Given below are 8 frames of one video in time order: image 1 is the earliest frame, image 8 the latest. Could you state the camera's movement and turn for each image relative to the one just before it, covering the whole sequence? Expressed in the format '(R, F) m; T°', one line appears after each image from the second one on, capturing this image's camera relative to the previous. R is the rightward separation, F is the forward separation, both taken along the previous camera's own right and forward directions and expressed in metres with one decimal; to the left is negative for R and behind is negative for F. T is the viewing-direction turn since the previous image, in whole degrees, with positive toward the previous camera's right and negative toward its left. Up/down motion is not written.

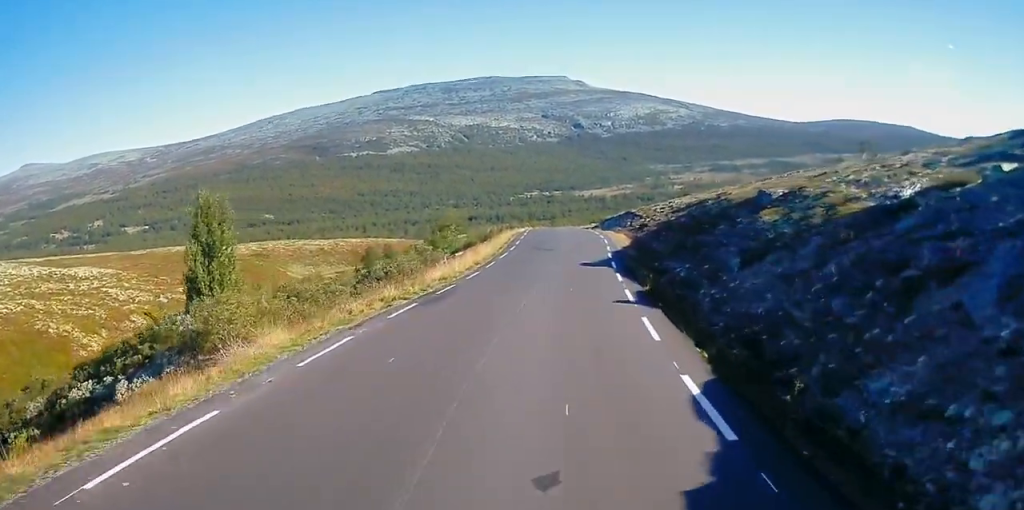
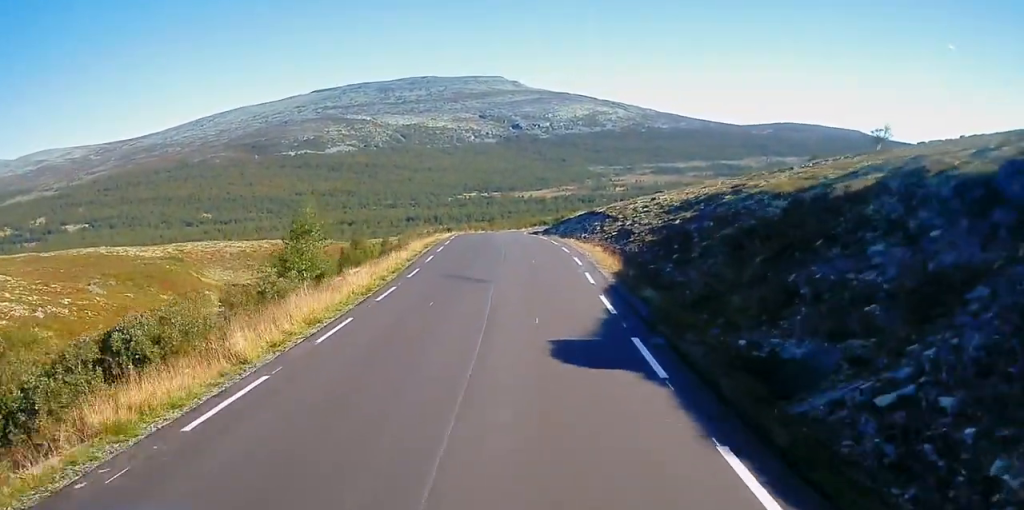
(+0.5, +21.4) m; +3°
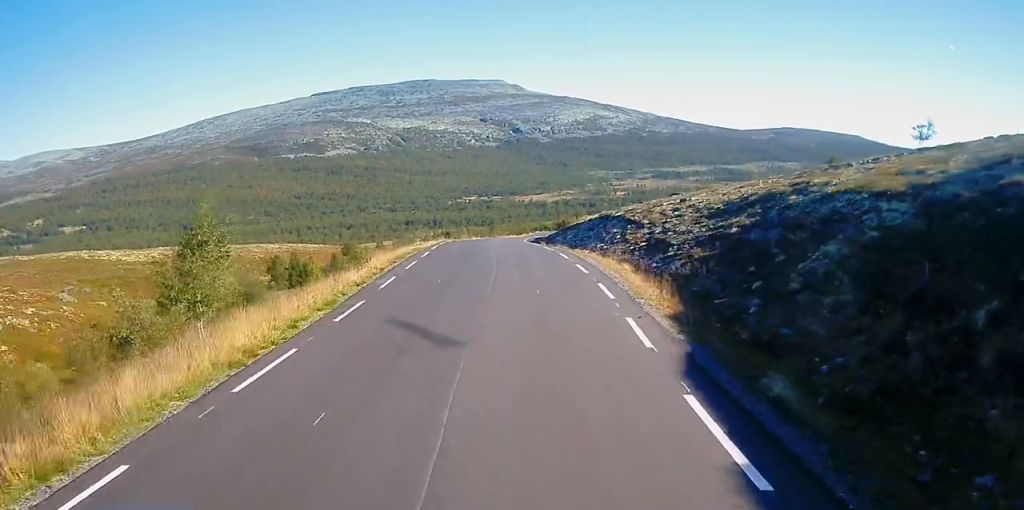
(+0.2, +10.2) m; 0°
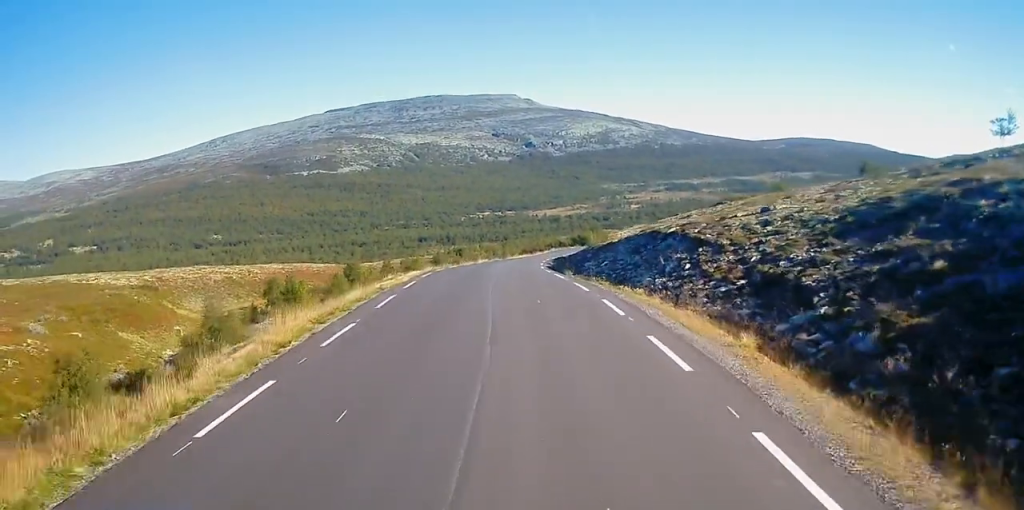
(-0.1, +13.3) m; -1°
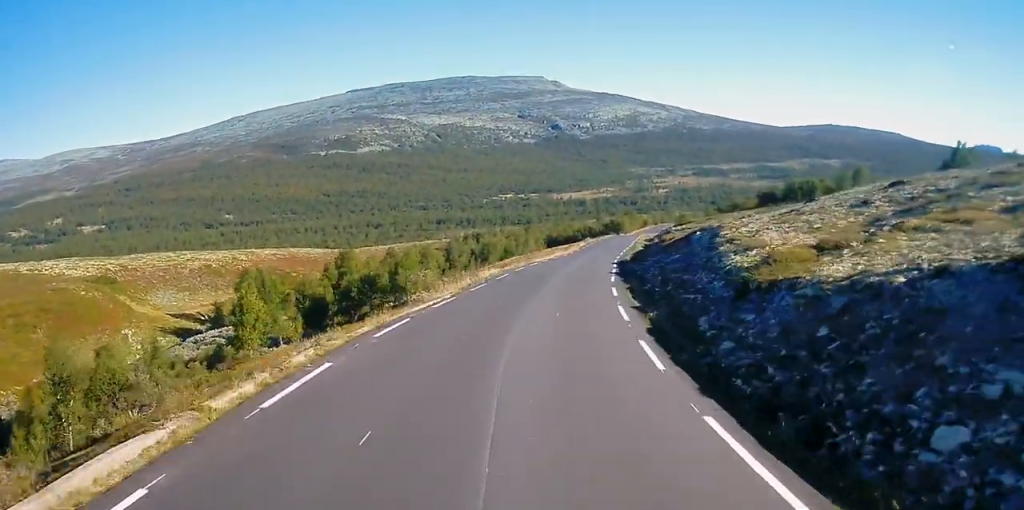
(-0.8, +28.9) m; 0°
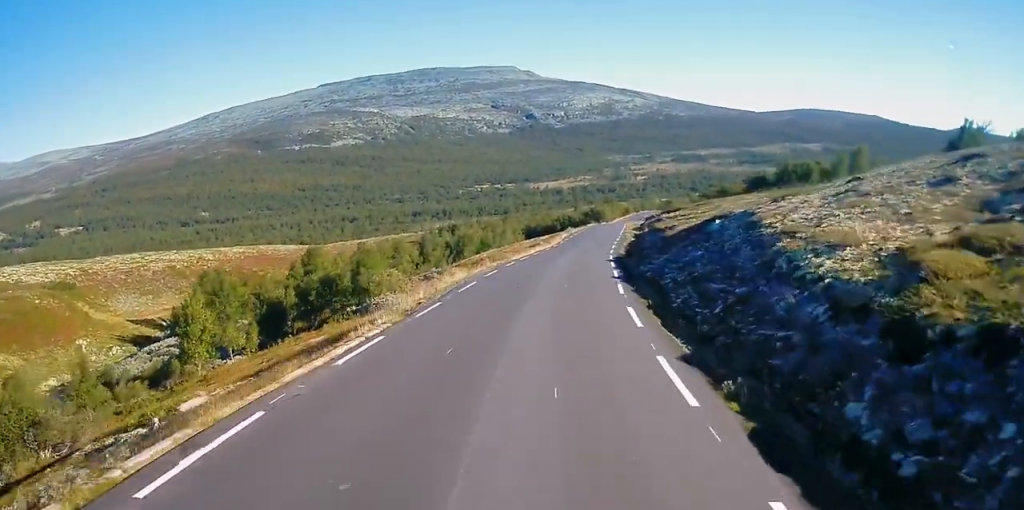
(+0.1, +9.0) m; +2°
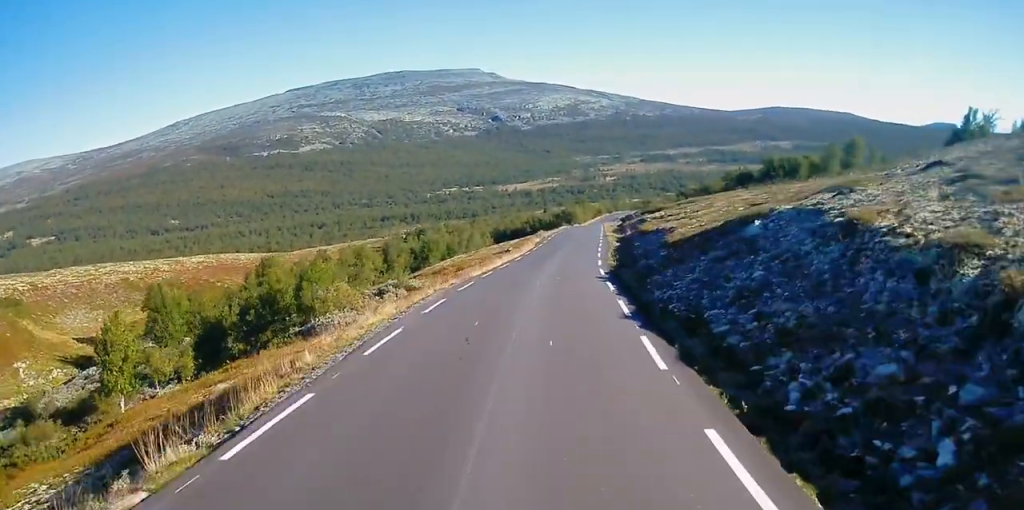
(+0.4, +10.3) m; +2°
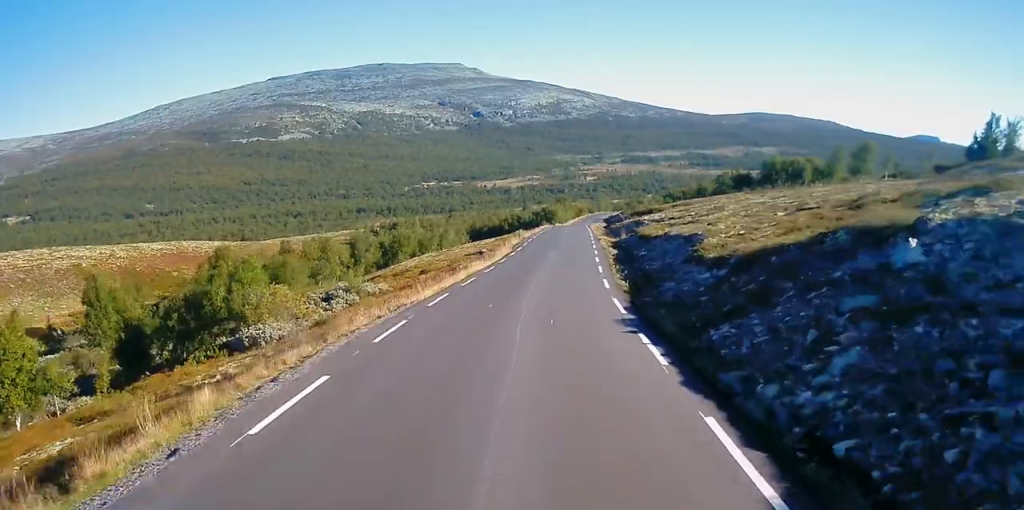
(0.0, +11.3) m; +1°
